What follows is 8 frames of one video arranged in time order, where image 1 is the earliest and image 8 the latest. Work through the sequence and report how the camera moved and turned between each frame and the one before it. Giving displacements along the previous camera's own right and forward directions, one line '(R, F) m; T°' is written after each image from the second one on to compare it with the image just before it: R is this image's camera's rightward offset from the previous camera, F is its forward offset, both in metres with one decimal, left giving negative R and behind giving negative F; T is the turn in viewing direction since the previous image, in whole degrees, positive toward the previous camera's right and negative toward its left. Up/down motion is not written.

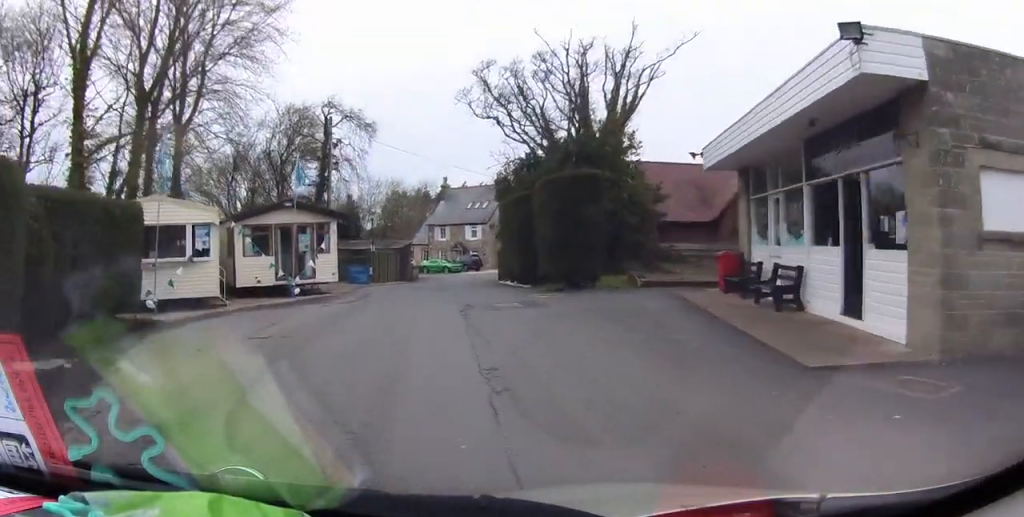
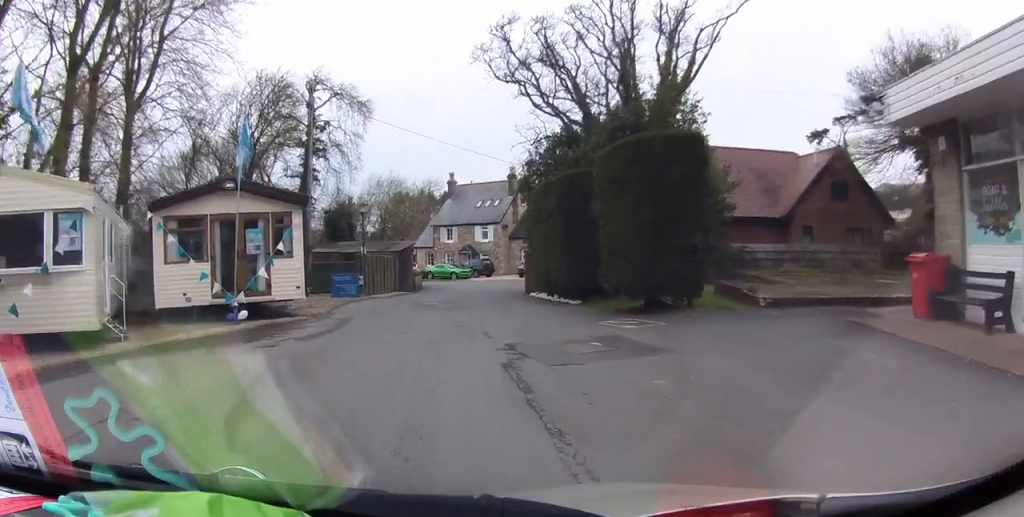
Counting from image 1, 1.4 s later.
(-0.1, +9.1) m; +1°
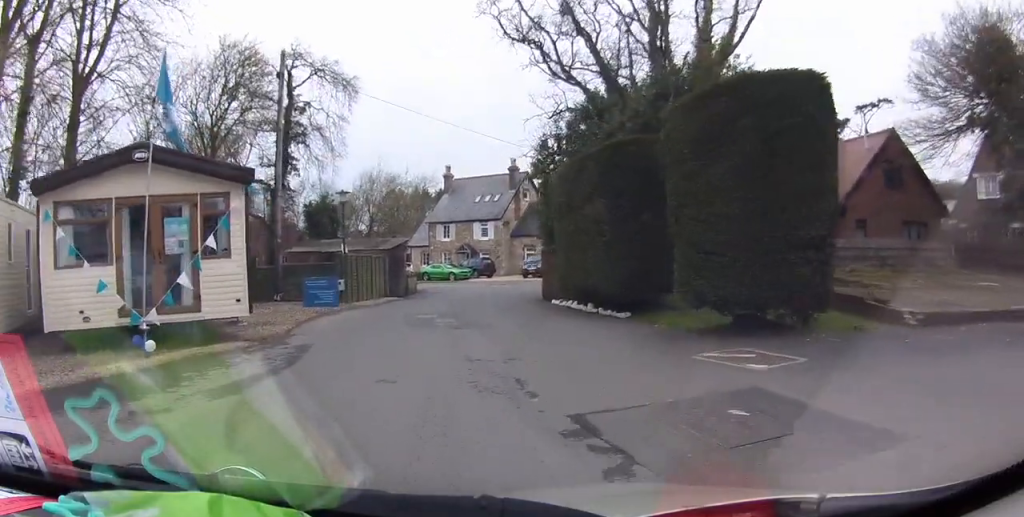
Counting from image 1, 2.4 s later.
(+0.2, +5.5) m; 0°
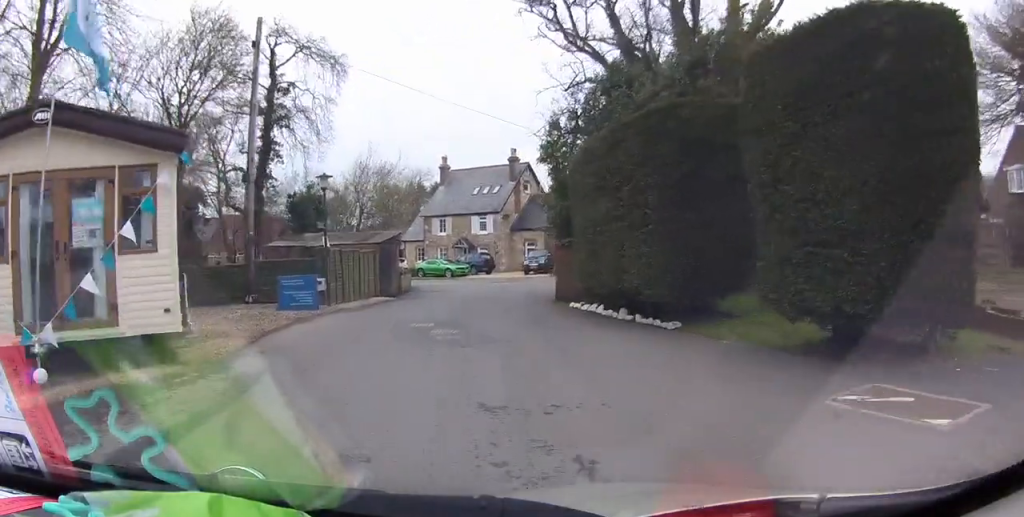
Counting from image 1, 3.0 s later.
(-0.2, +3.4) m; 0°
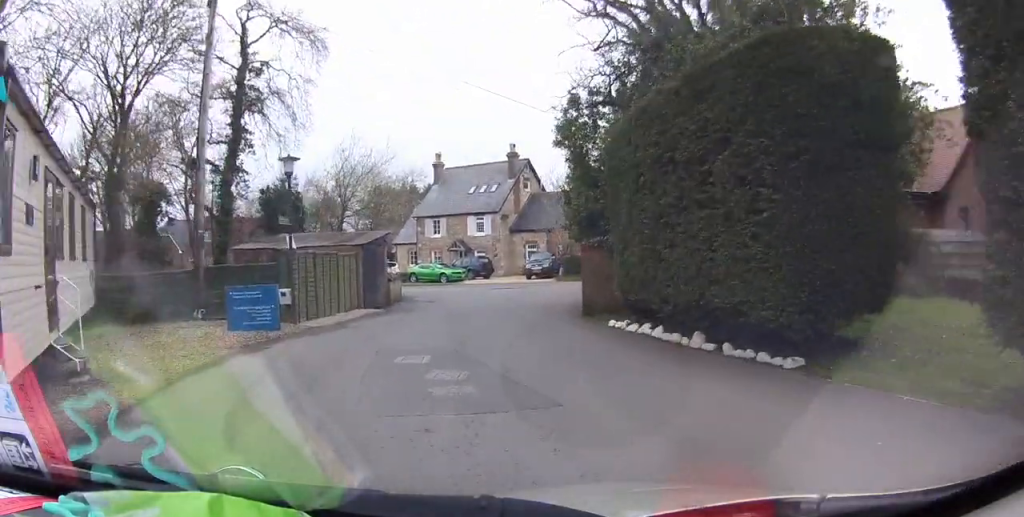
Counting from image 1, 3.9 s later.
(+0.1, +4.6) m; +2°
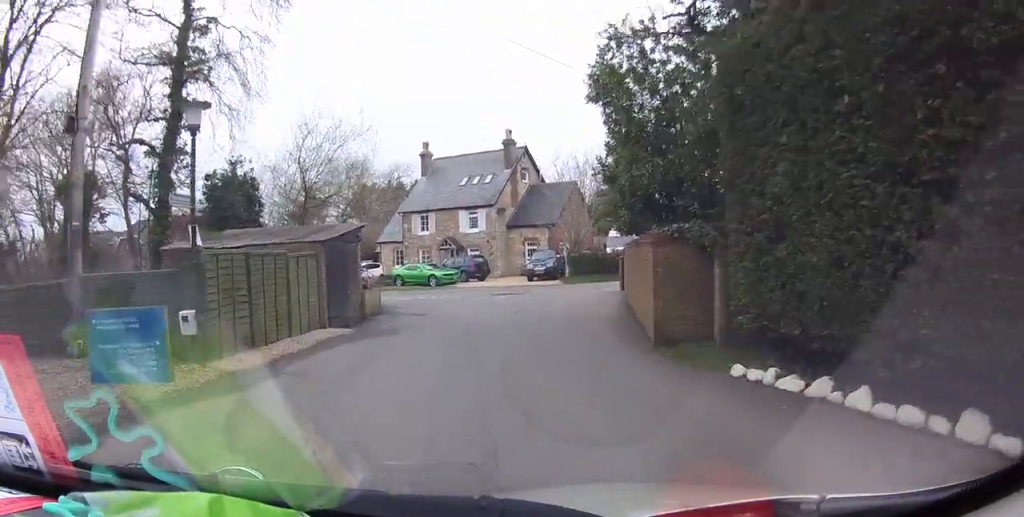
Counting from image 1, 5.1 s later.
(+0.1, +6.2) m; +1°
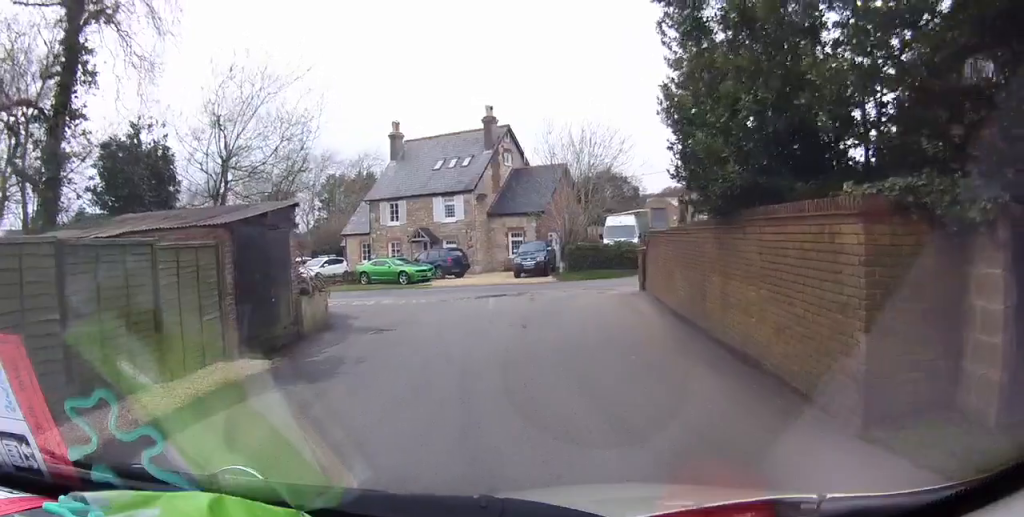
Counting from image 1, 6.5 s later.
(0.0, +5.2) m; -1°
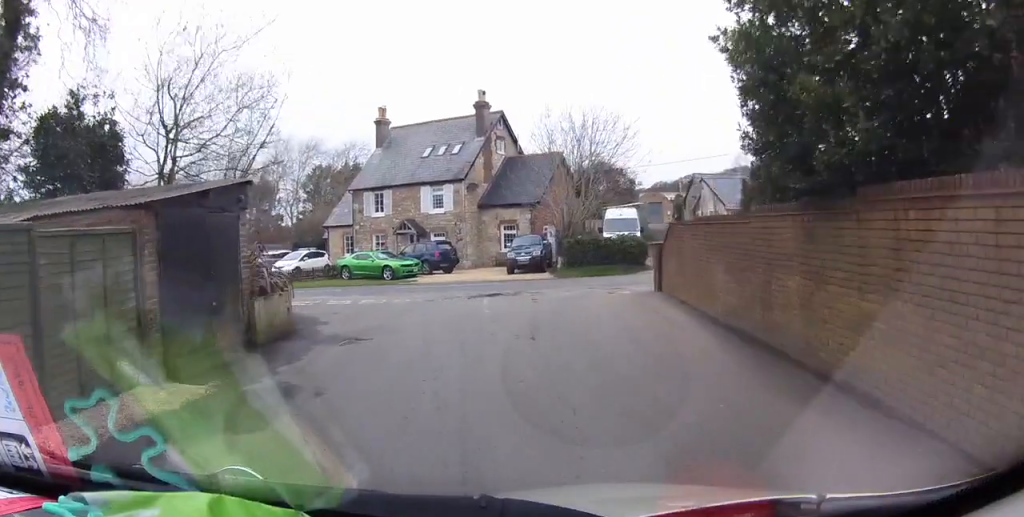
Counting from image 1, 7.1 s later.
(+0.1, +2.1) m; -4°
